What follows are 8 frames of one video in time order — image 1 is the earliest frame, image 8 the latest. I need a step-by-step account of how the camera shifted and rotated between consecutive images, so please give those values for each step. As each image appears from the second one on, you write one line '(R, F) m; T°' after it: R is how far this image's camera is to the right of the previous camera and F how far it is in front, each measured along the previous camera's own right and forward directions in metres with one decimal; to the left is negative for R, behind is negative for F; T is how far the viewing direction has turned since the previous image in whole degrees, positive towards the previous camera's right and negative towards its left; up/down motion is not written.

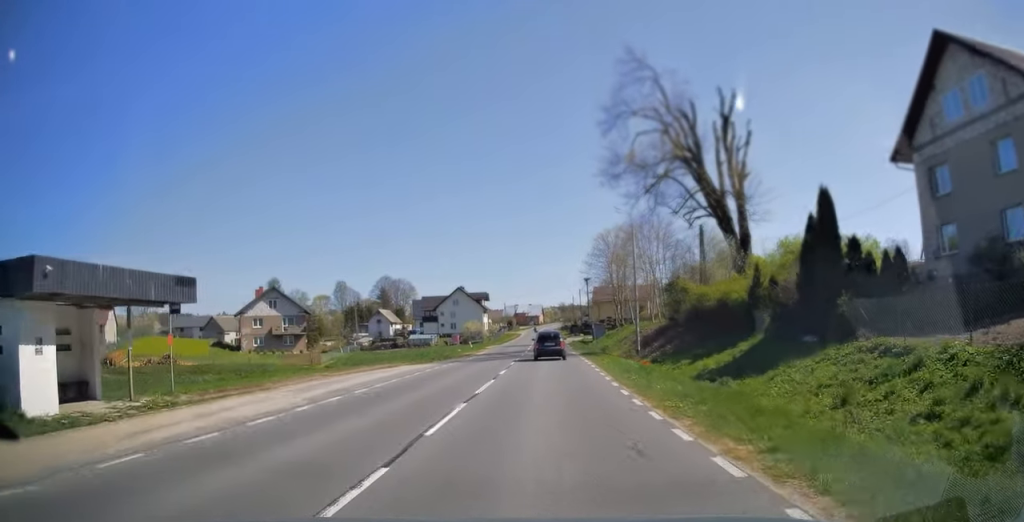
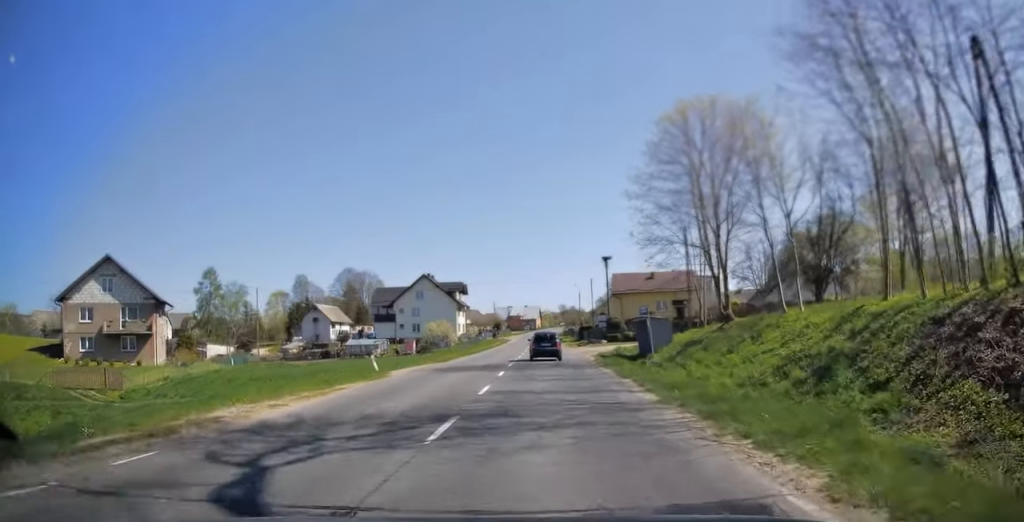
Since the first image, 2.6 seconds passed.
(-0.5, +38.8) m; 0°
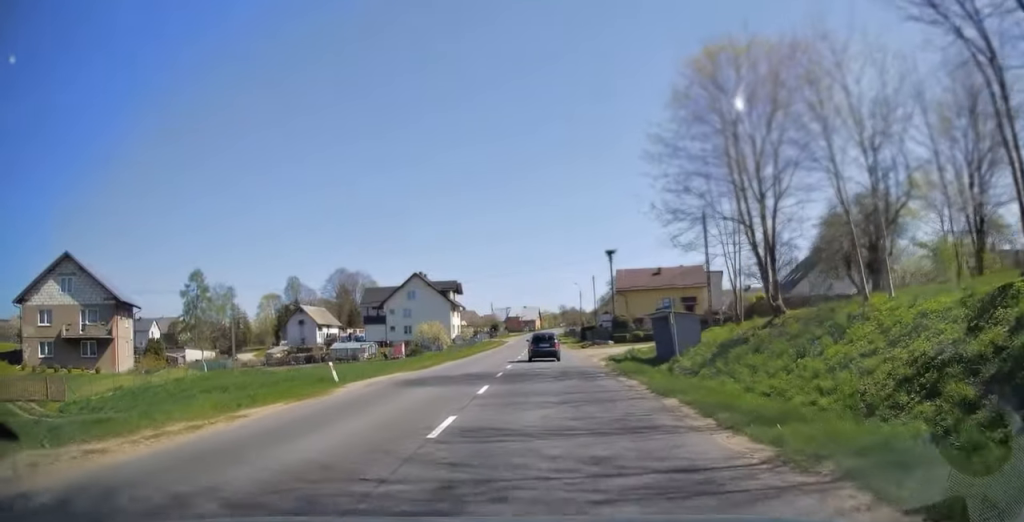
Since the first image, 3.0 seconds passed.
(+0.1, +6.0) m; 0°
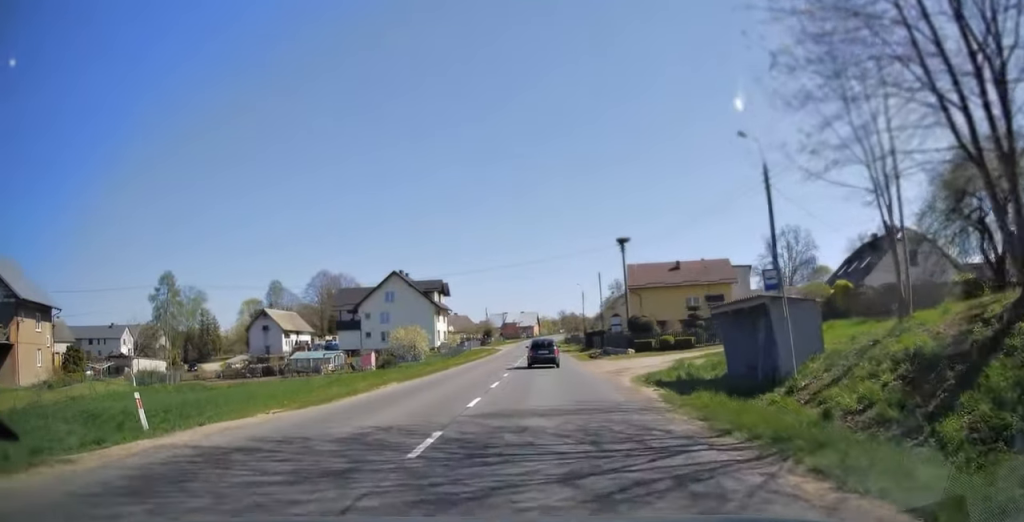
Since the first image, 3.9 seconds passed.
(+0.1, +12.5) m; 0°
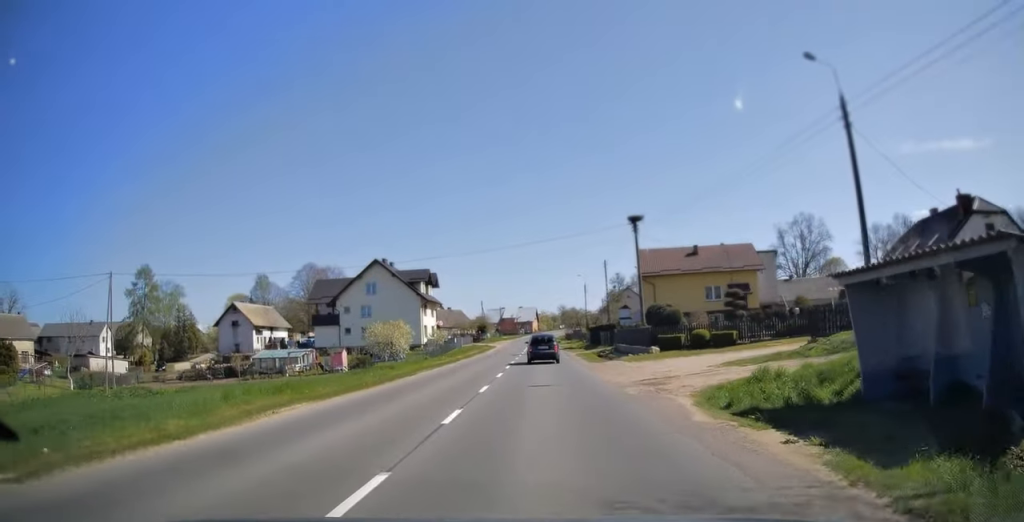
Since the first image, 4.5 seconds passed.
(-0.1, +8.6) m; -1°
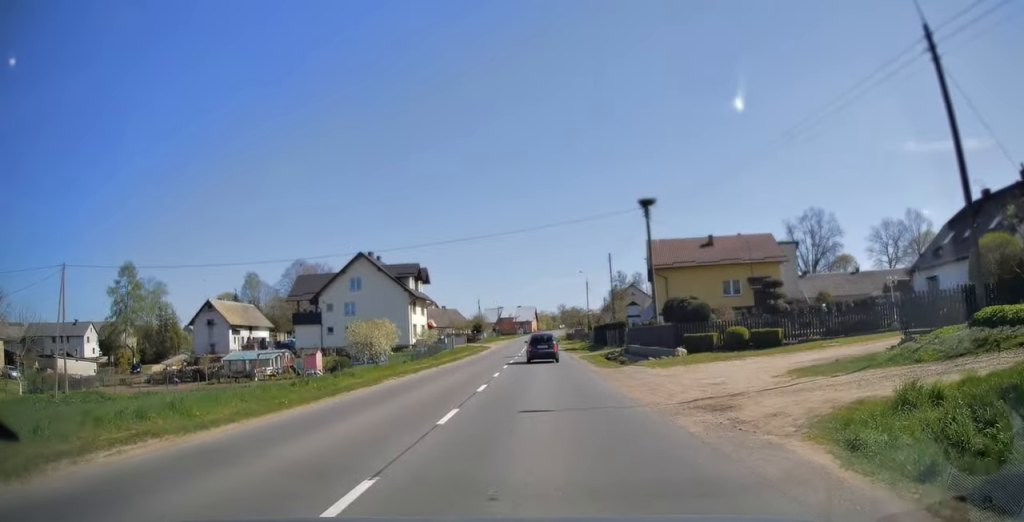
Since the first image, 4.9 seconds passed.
(0.0, +6.0) m; 0°
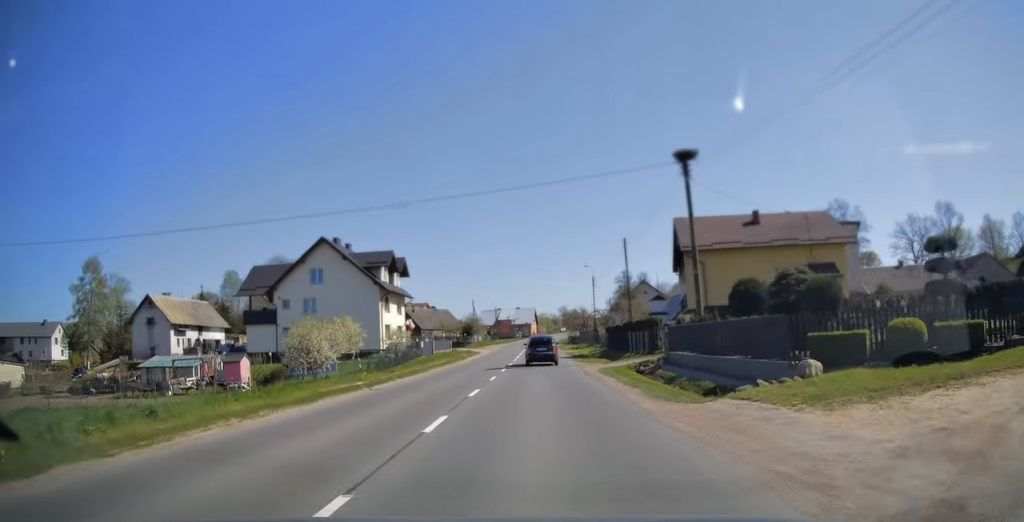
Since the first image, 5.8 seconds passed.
(0.0, +12.3) m; +1°
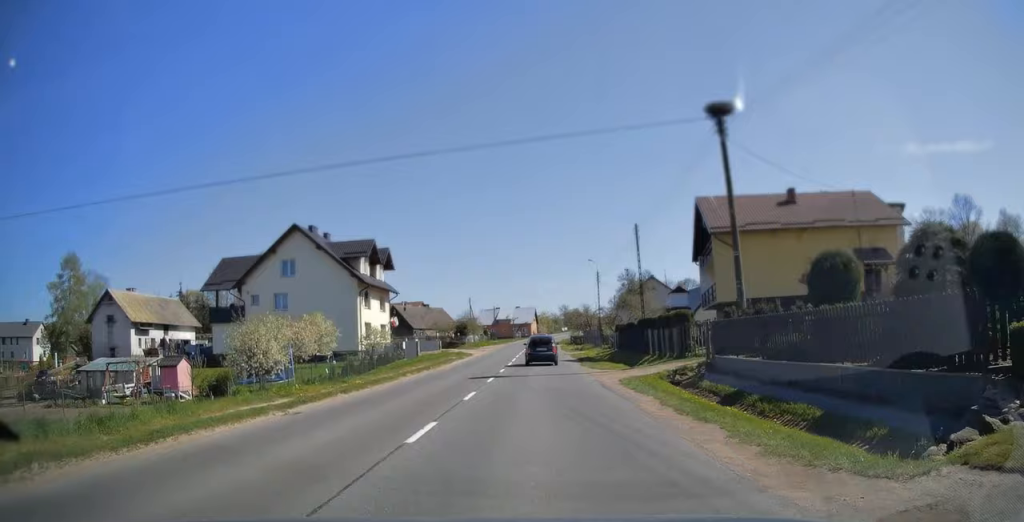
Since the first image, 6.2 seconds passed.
(+0.2, +6.7) m; 0°
